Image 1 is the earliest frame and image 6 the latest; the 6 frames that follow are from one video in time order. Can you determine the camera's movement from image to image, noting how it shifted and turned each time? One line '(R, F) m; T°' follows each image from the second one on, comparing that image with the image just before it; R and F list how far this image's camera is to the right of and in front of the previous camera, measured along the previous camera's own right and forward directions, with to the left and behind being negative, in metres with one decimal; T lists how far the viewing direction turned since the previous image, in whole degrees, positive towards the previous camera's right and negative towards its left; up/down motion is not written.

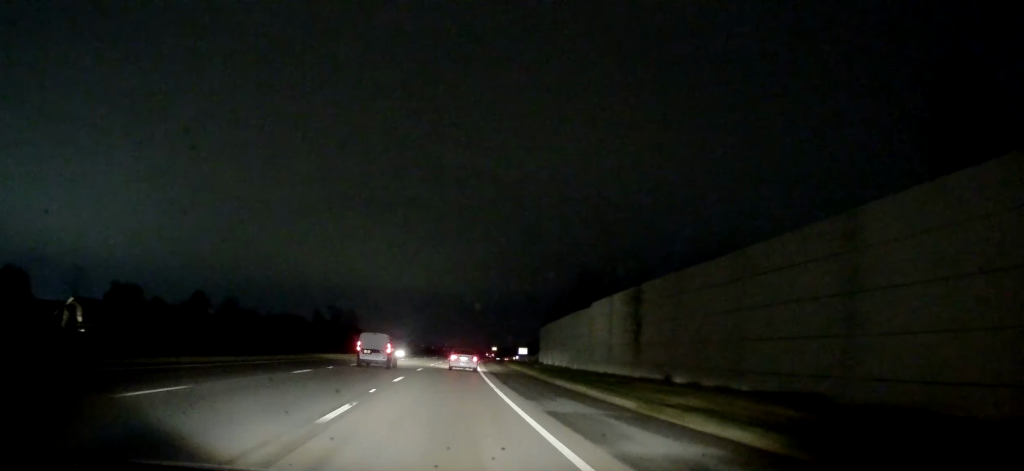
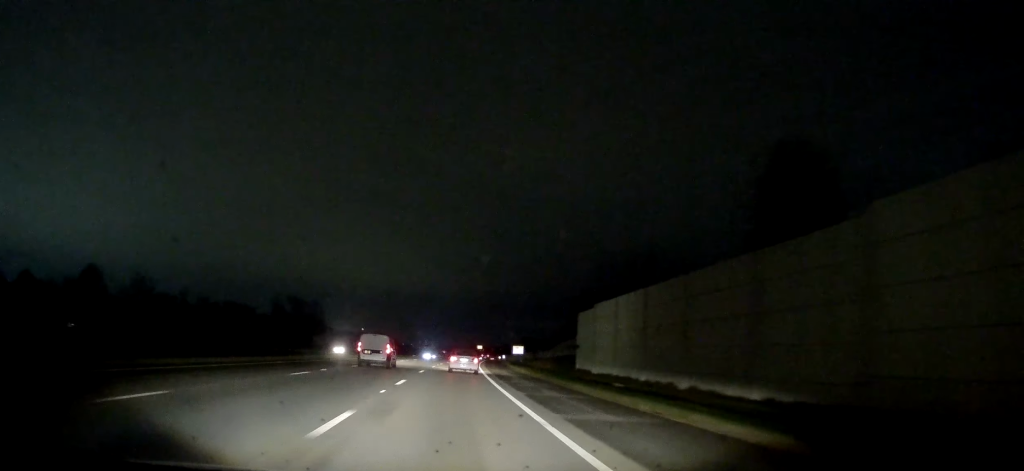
(+1.0, +37.2) m; +2°
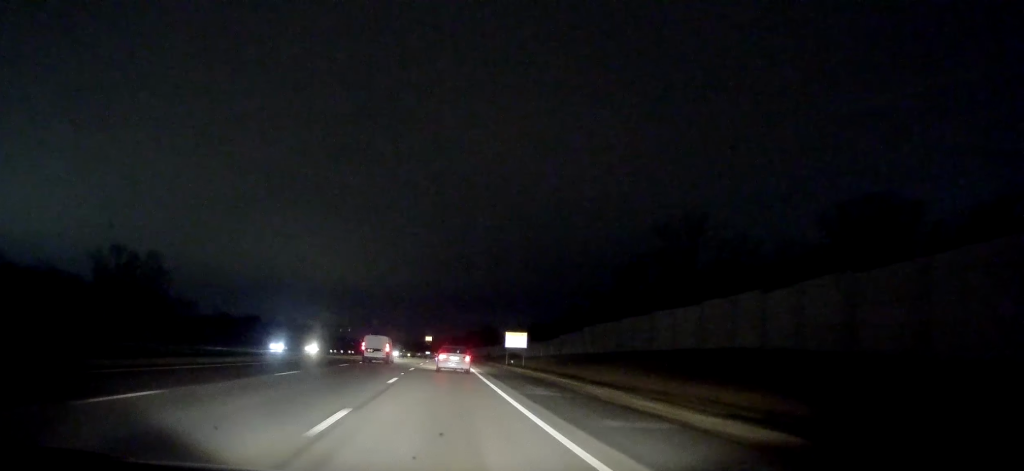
(+2.3, +96.3) m; +4°
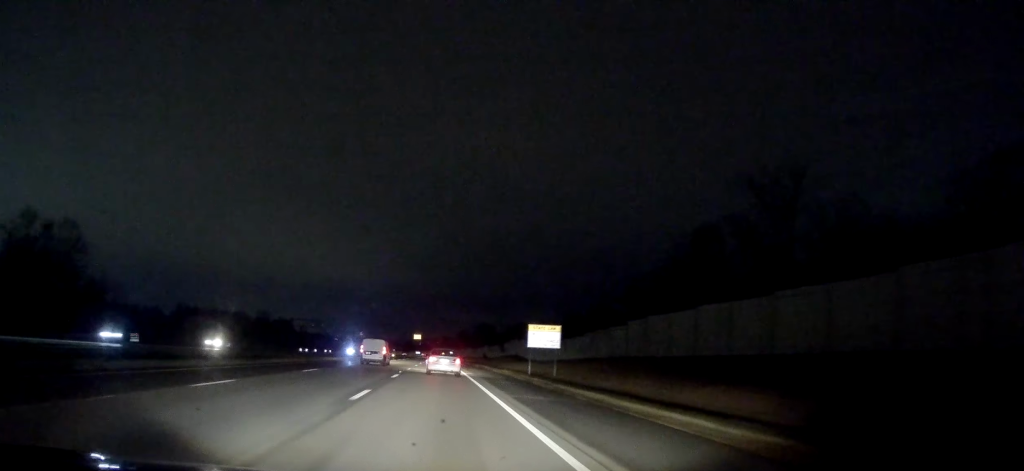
(+1.2, +30.5) m; +3°
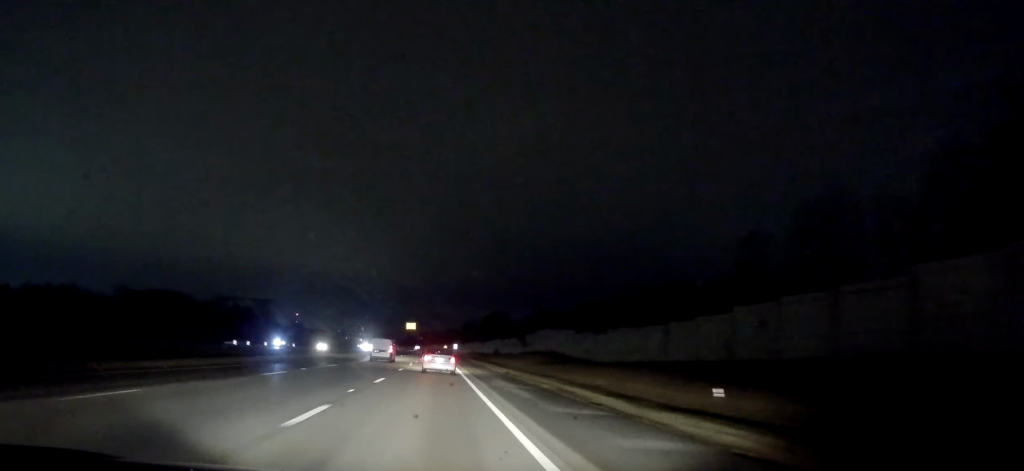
(+0.3, +53.0) m; 0°
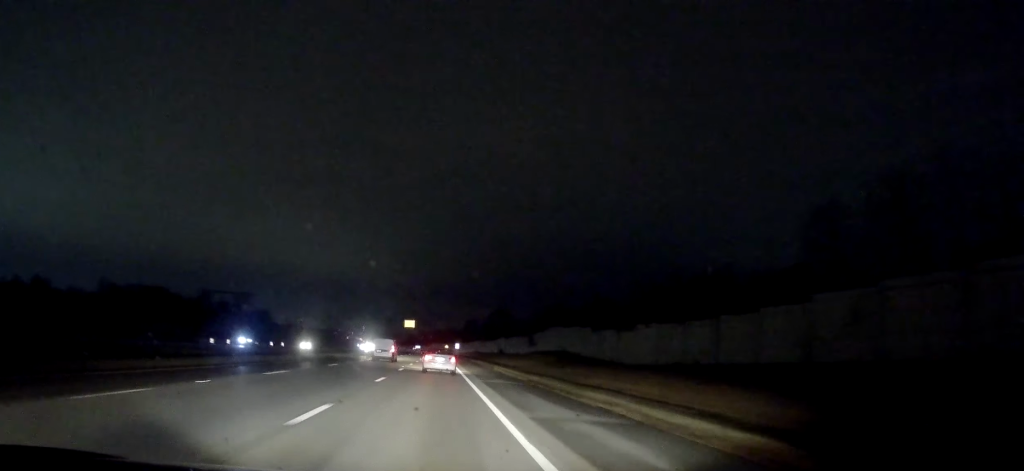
(0.0, +12.7) m; 0°
